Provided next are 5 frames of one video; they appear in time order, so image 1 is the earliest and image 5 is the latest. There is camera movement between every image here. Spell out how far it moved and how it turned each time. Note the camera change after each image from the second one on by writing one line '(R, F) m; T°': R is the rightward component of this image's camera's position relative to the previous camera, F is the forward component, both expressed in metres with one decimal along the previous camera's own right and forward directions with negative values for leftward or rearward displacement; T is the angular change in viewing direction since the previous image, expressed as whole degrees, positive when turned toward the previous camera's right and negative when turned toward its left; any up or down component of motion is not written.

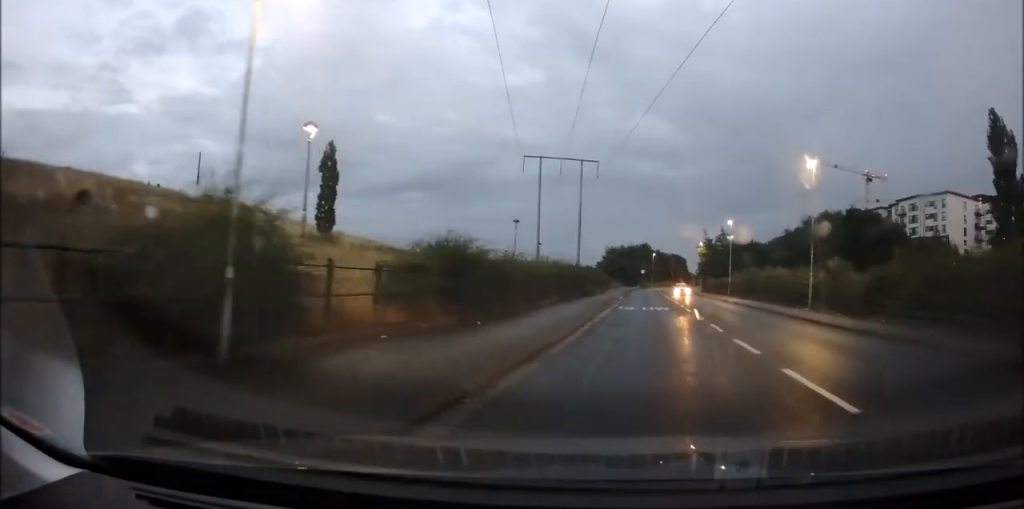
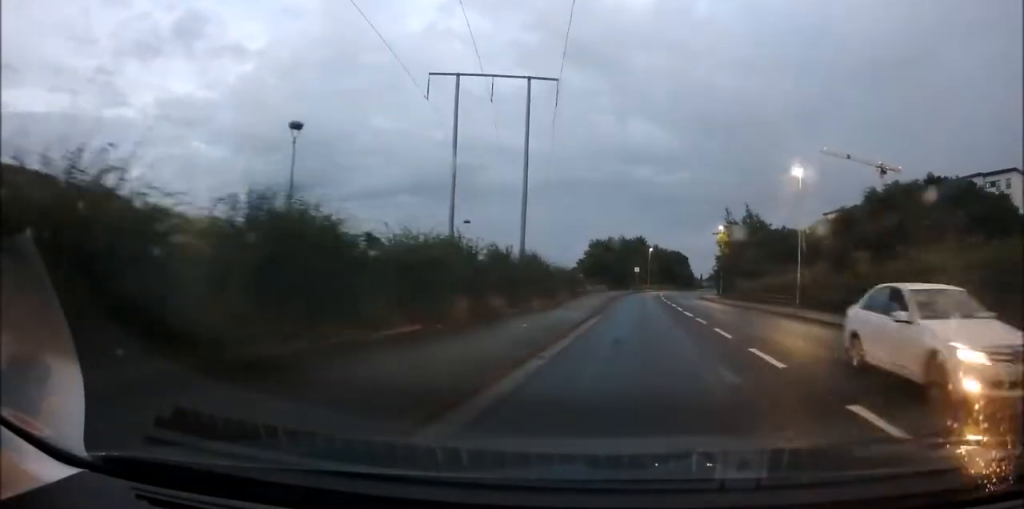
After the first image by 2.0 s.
(-1.2, +30.5) m; -2°
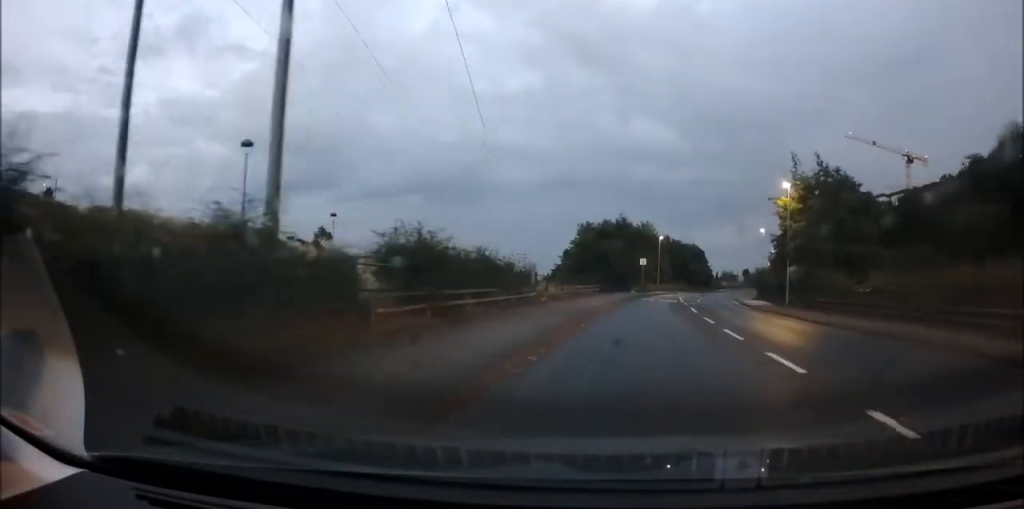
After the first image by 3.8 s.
(0.0, +28.7) m; 0°
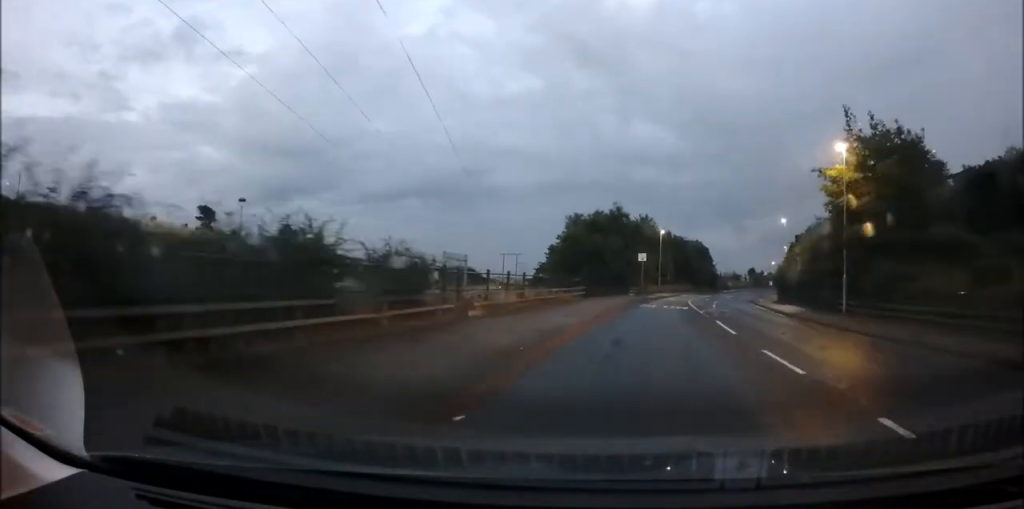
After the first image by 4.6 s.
(0.0, +11.6) m; +2°
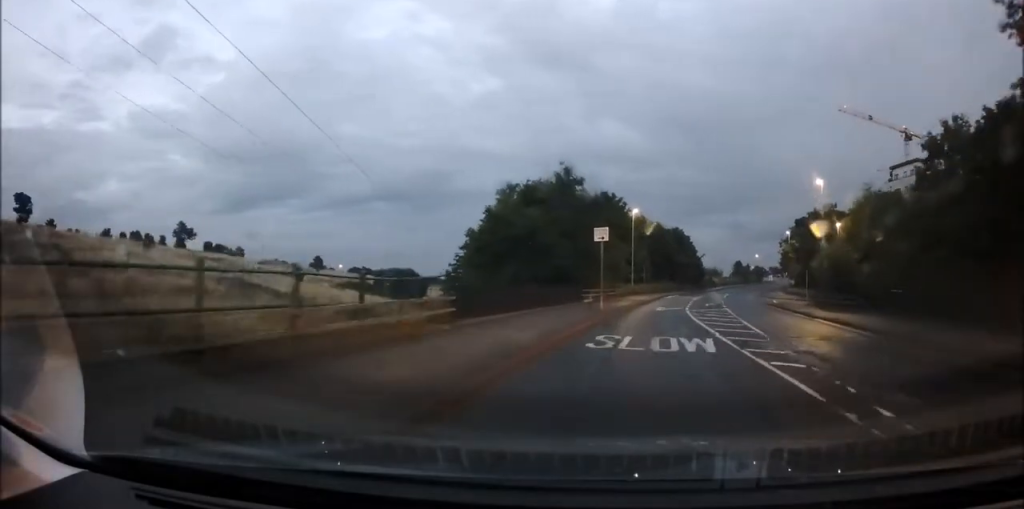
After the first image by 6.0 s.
(+0.8, +20.9) m; +4°
